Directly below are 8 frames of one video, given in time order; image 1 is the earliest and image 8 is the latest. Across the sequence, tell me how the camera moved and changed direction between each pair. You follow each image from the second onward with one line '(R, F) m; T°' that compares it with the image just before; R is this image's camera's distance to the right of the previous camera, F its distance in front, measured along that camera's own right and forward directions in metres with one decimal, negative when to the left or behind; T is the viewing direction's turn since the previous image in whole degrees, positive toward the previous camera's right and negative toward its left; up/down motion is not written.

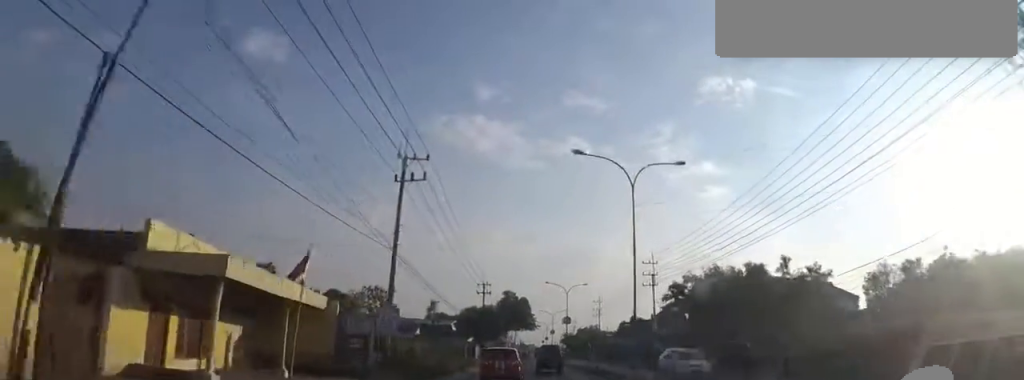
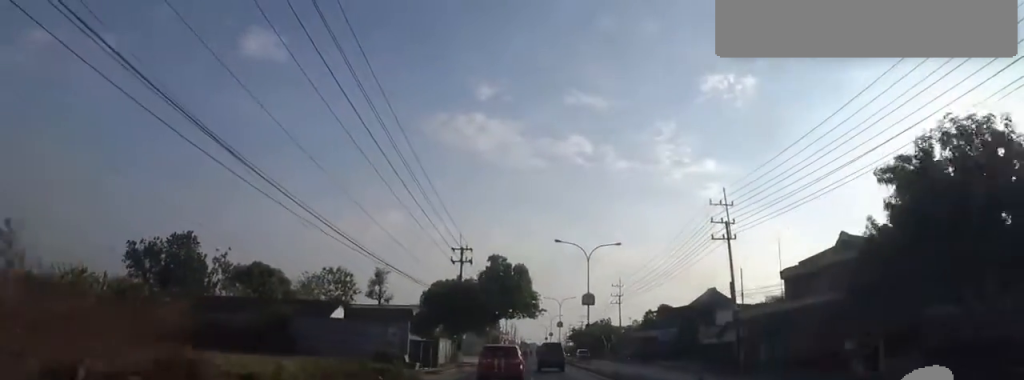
(-0.5, +22.2) m; -1°
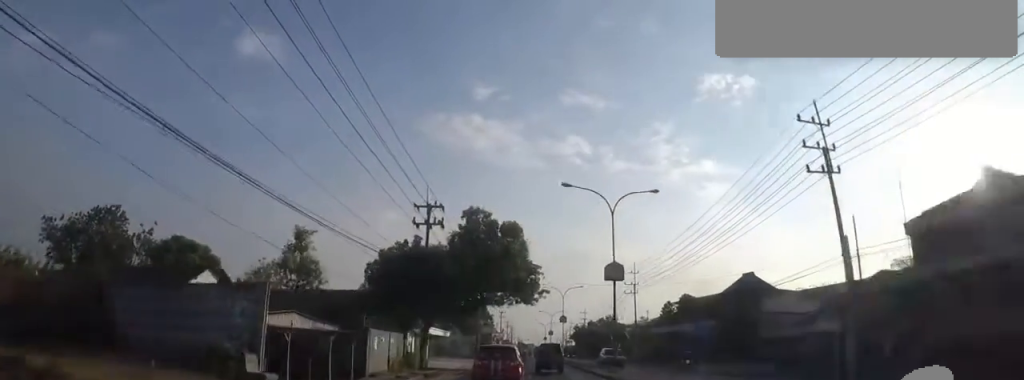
(+0.3, +13.5) m; +1°
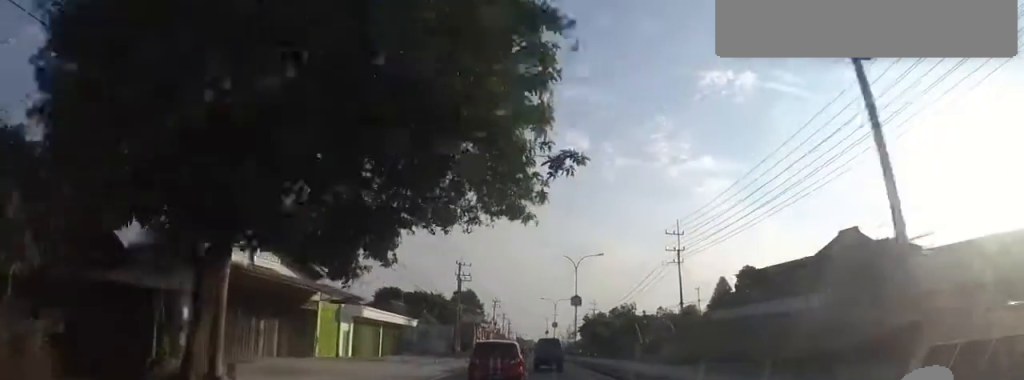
(+0.4, +20.4) m; -1°
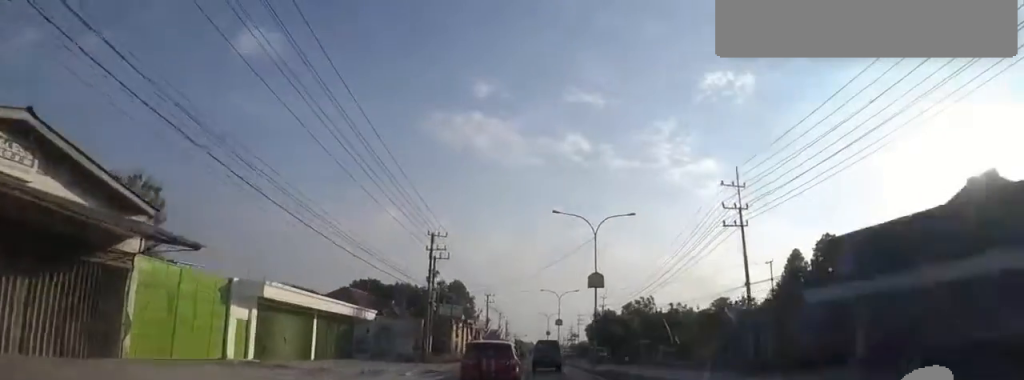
(-0.3, +14.4) m; -1°
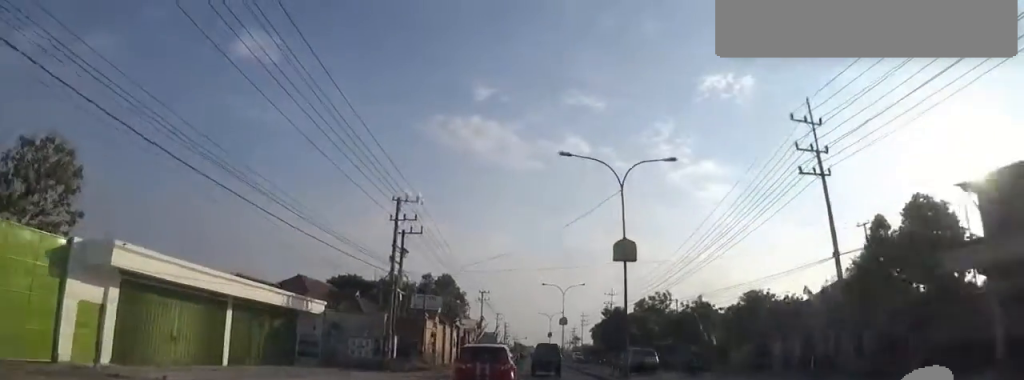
(-0.5, +9.9) m; 0°
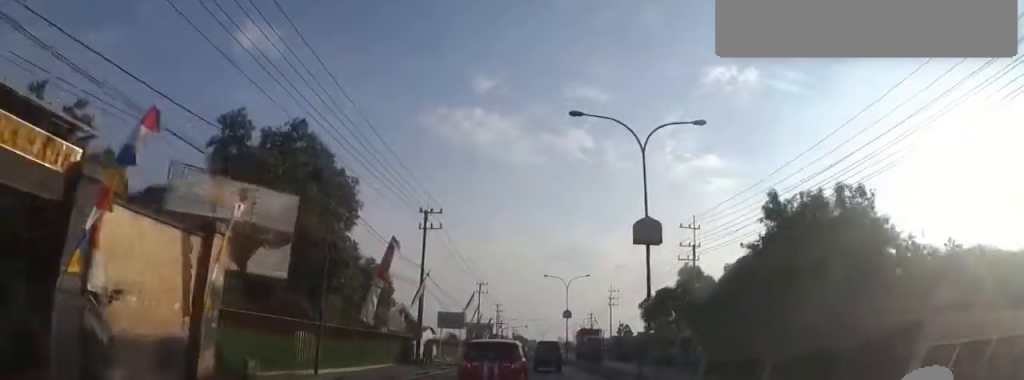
(-0.4, +43.2) m; -3°
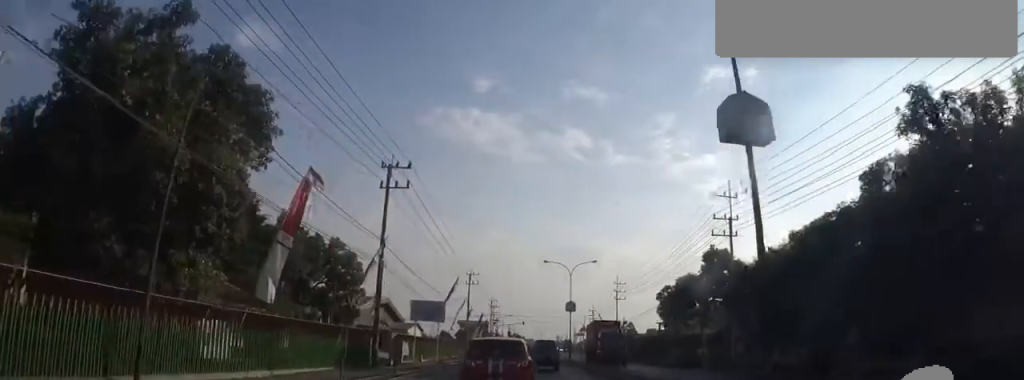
(0.0, +8.8) m; 0°
